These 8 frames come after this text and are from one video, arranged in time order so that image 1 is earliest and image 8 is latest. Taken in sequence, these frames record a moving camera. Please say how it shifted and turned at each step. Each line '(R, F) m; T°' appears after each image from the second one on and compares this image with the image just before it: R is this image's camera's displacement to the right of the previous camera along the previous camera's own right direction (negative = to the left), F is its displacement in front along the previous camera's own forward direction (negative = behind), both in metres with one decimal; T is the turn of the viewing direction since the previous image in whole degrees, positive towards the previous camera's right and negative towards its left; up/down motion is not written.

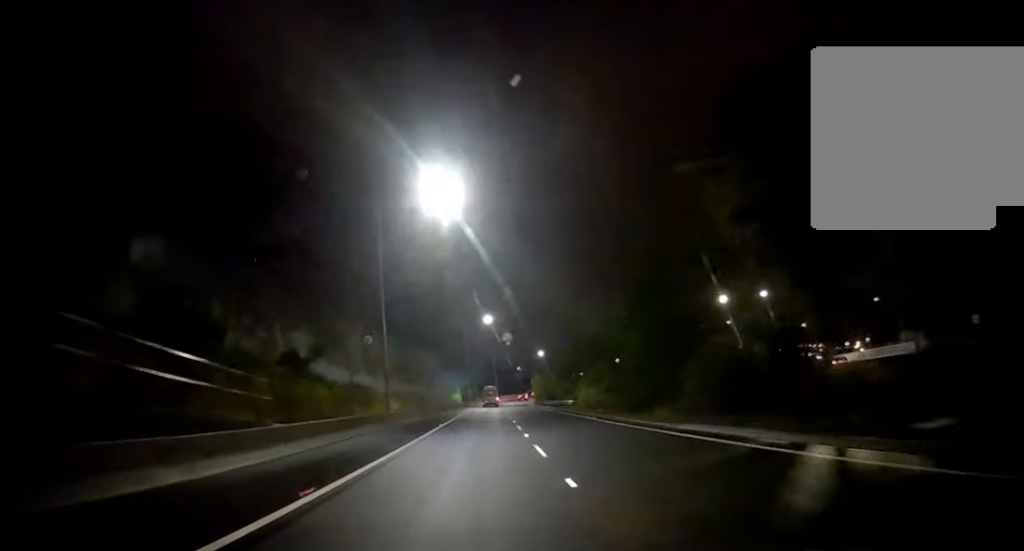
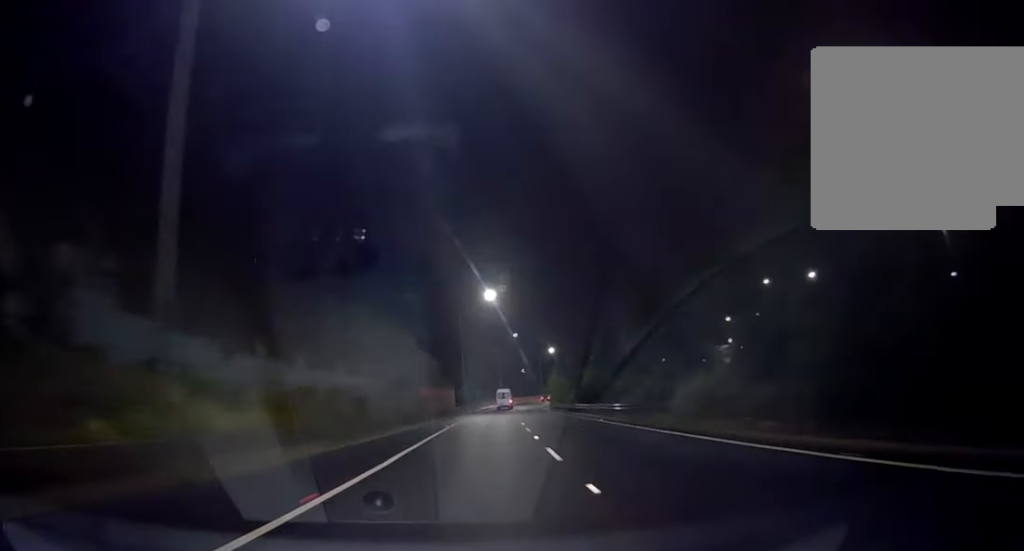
(0.0, +24.6) m; 0°
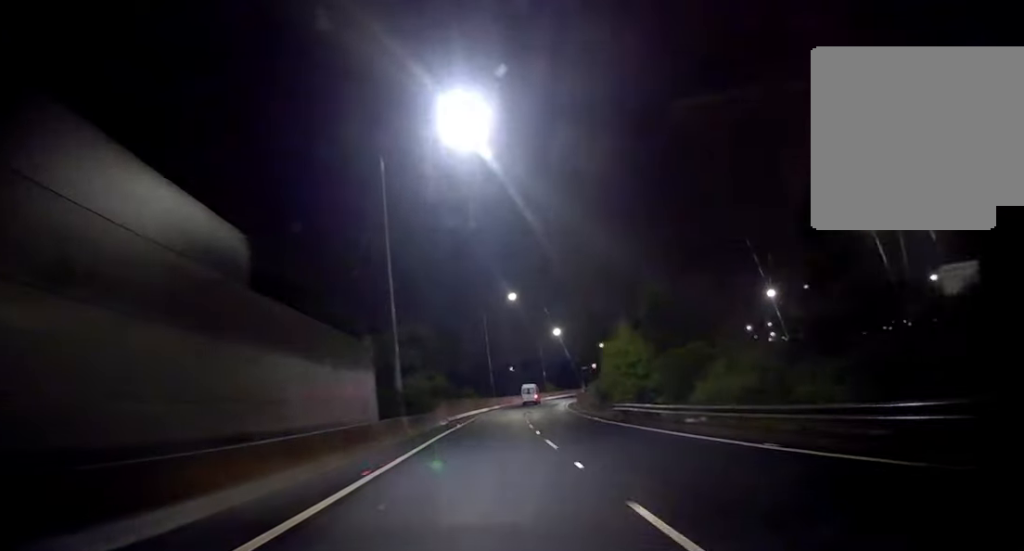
(0.0, +45.8) m; 0°
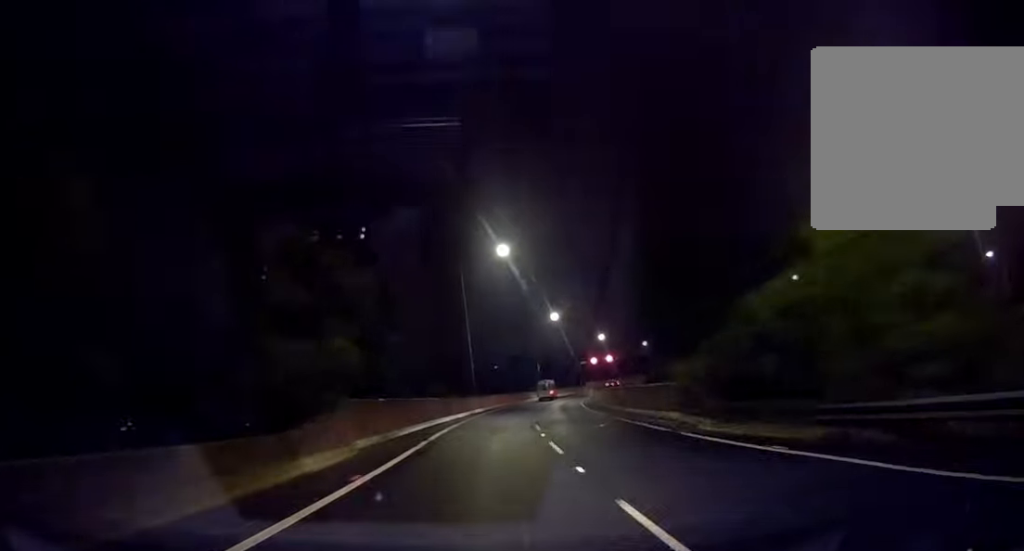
(+0.3, +25.0) m; +2°
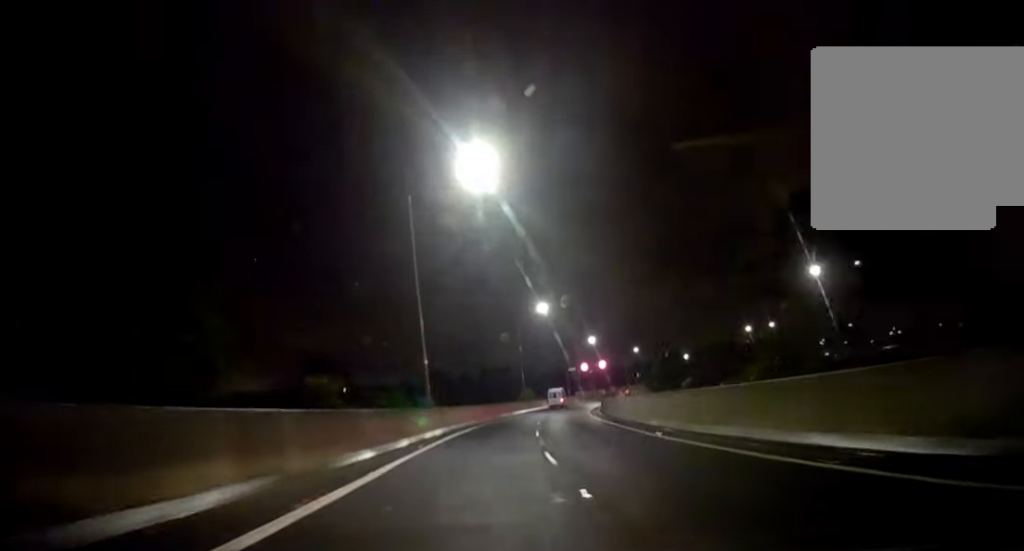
(+0.6, +22.9) m; 0°
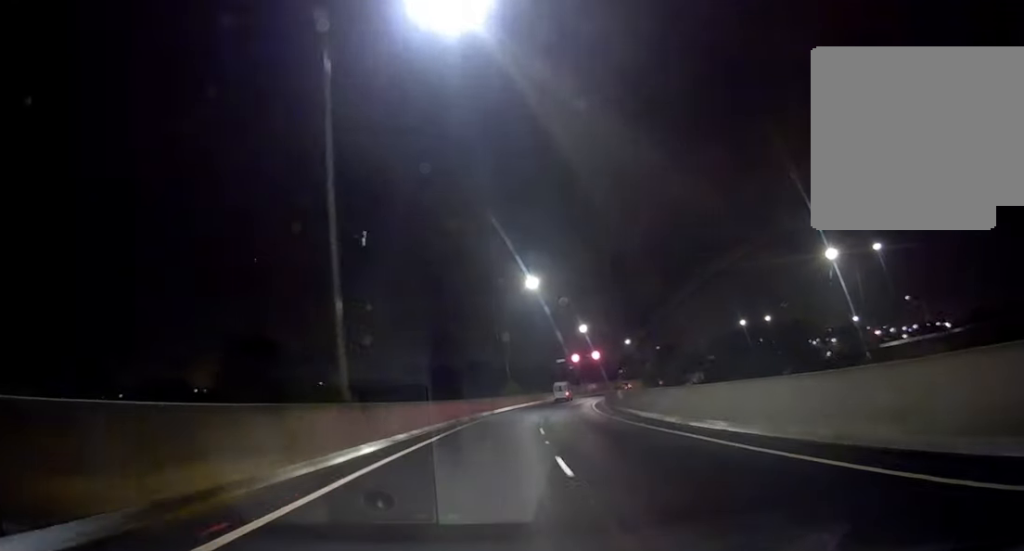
(-0.5, +16.3) m; -1°
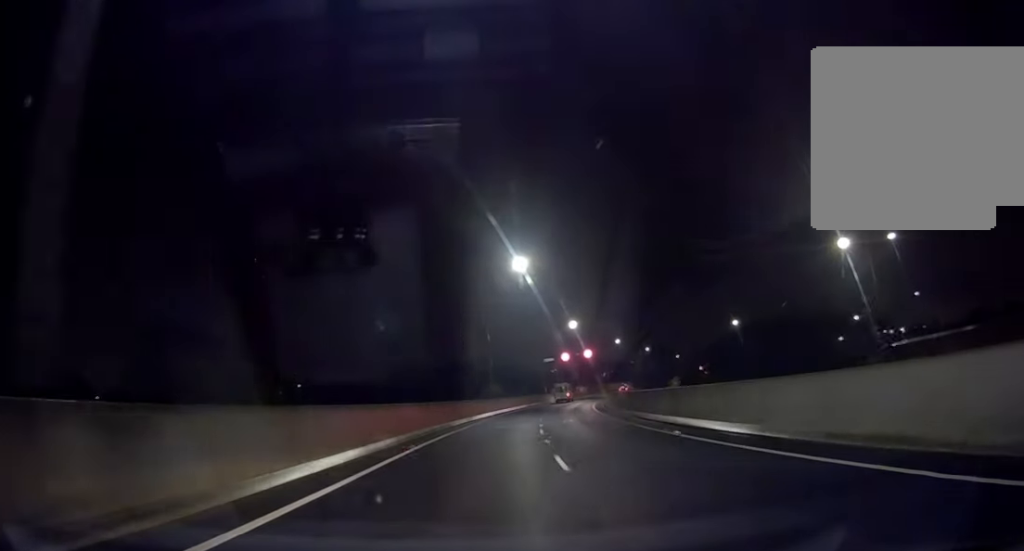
(0.0, +11.4) m; +1°
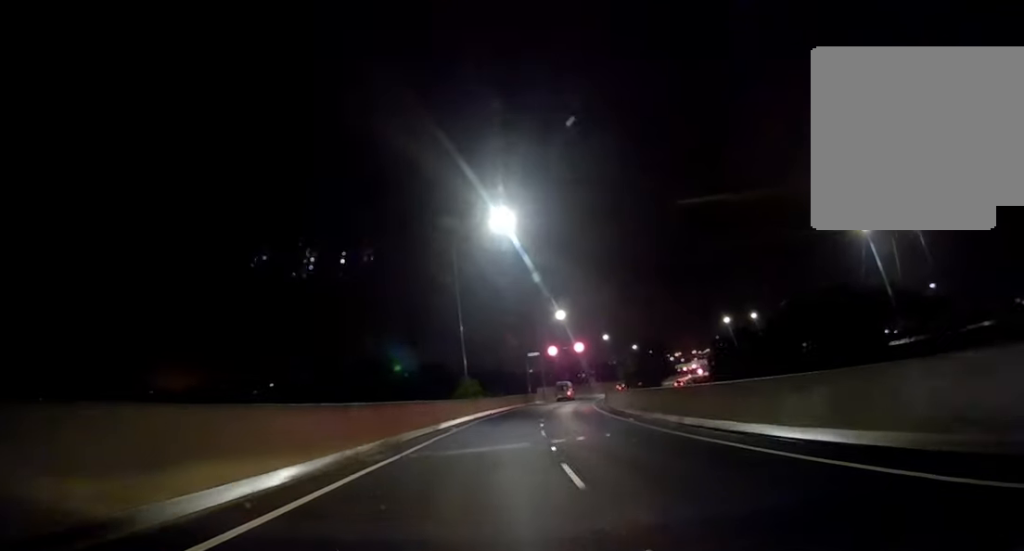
(0.0, +14.2) m; +2°
